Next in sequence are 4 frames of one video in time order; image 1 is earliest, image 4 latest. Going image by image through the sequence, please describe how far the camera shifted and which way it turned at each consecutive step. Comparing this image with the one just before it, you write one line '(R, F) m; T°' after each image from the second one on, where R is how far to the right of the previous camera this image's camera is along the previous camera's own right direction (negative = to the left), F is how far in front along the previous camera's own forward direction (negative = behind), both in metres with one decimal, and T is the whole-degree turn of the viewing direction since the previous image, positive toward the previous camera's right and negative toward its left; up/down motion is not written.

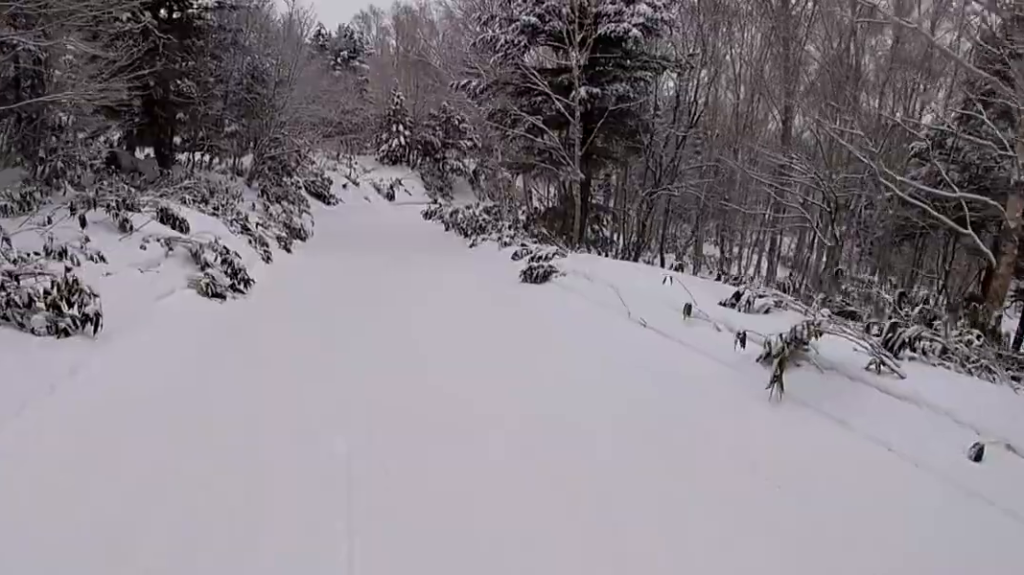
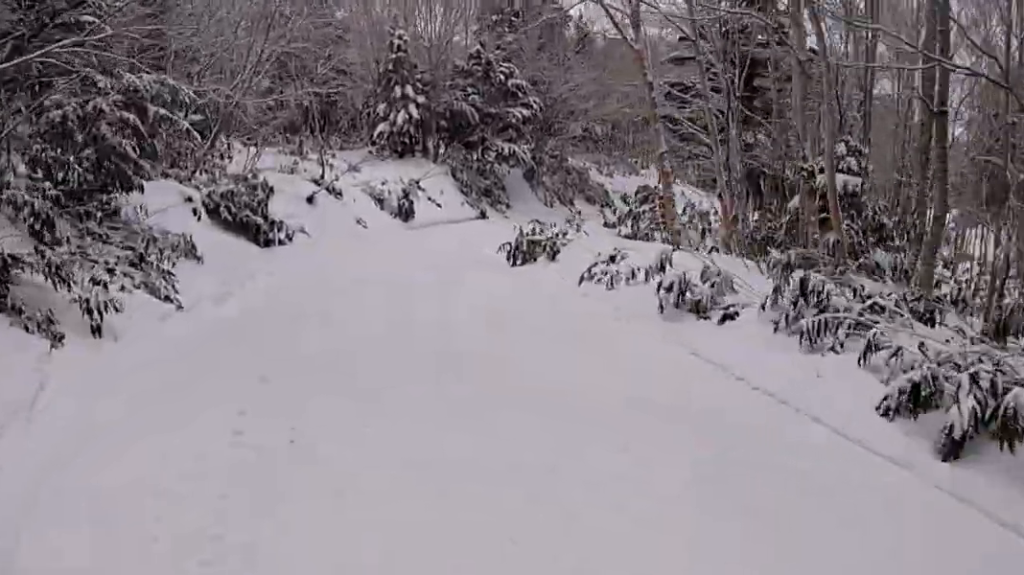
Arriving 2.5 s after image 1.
(-0.8, +19.2) m; -9°
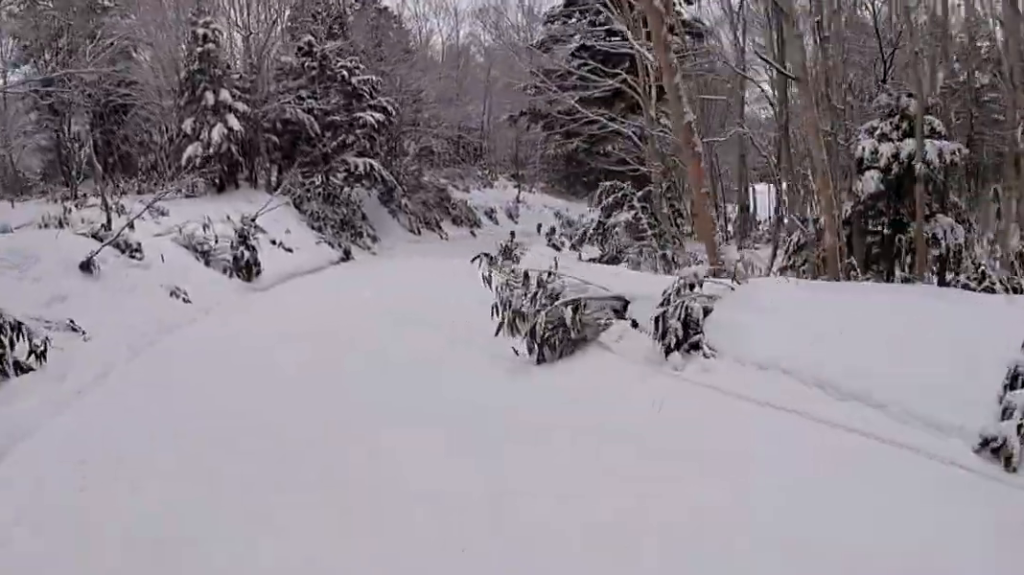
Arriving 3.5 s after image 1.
(+0.6, +7.0) m; +12°
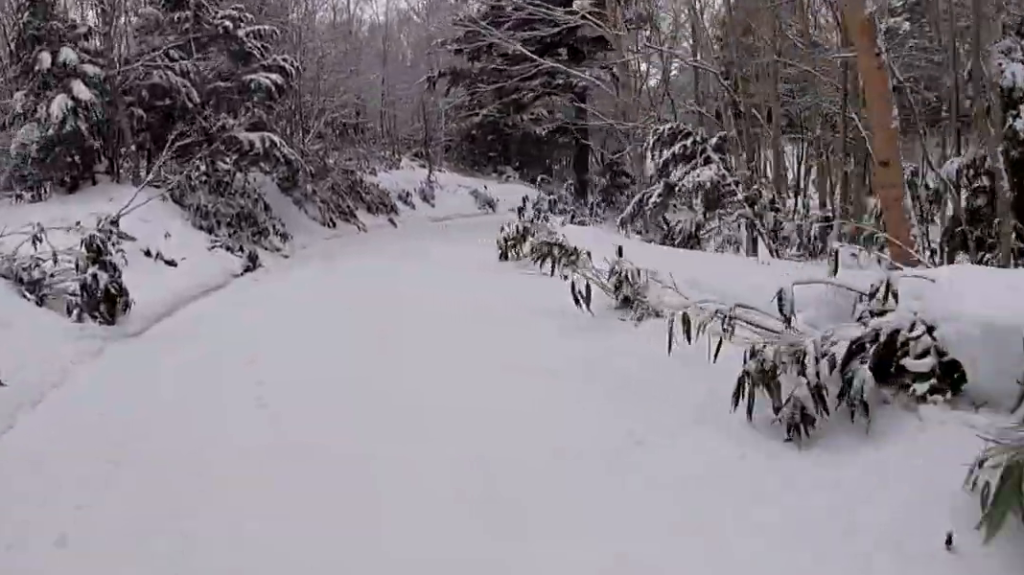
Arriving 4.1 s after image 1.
(+0.6, +4.5) m; +16°
